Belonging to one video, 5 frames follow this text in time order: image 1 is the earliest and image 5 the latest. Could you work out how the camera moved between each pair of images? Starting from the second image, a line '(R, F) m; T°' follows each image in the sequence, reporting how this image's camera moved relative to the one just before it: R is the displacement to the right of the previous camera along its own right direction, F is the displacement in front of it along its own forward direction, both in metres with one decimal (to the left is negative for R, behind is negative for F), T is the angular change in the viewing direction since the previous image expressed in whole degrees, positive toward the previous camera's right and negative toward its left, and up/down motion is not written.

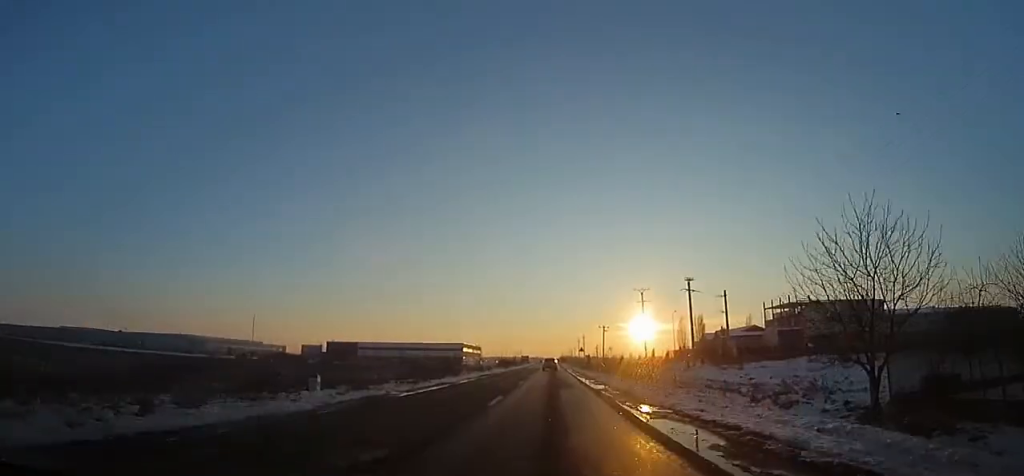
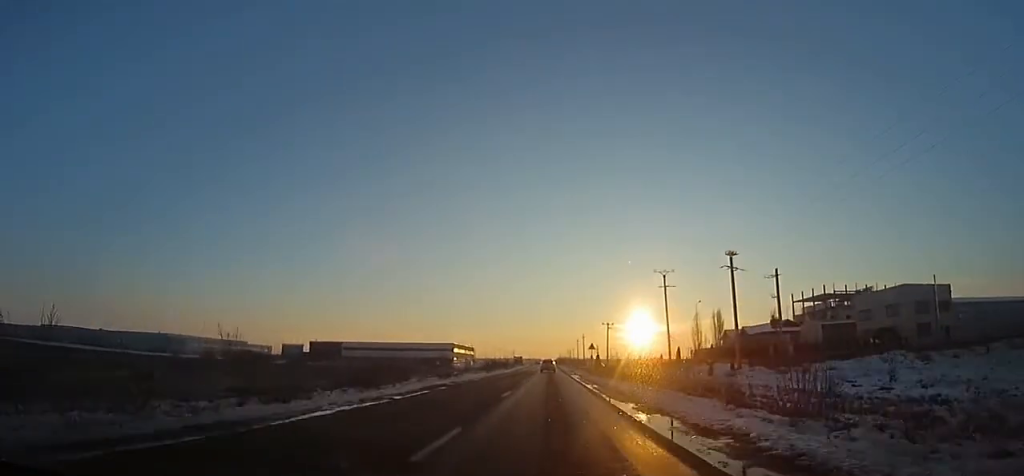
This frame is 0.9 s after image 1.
(-0.5, +18.6) m; 0°
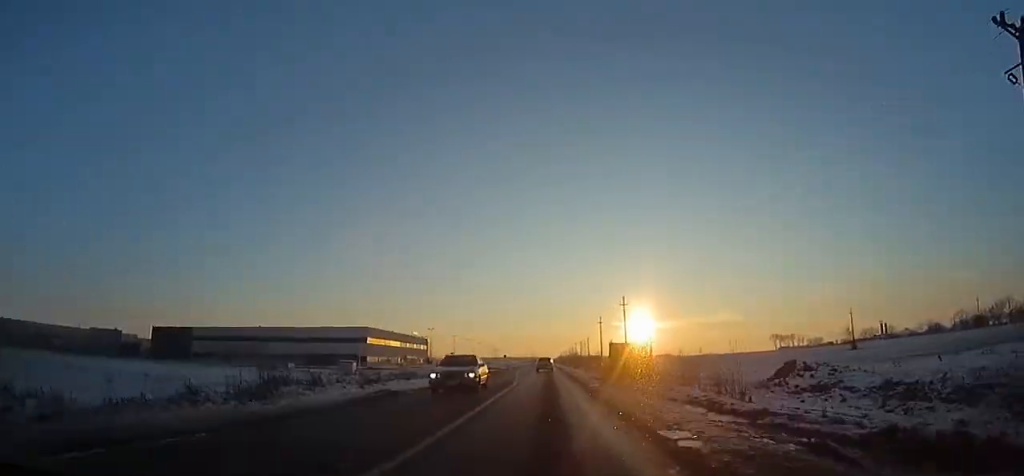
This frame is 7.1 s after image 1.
(+3.5, +127.3) m; +2°
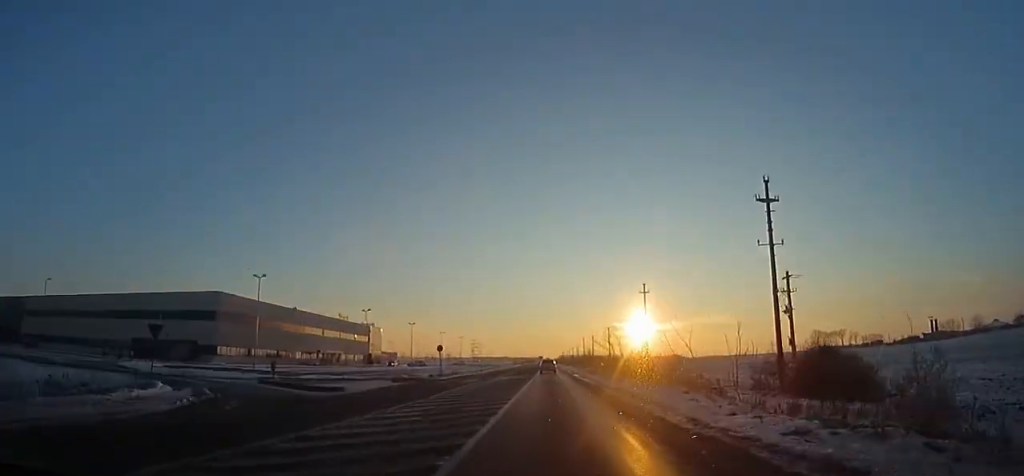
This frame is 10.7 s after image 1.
(-1.8, +69.9) m; -2°
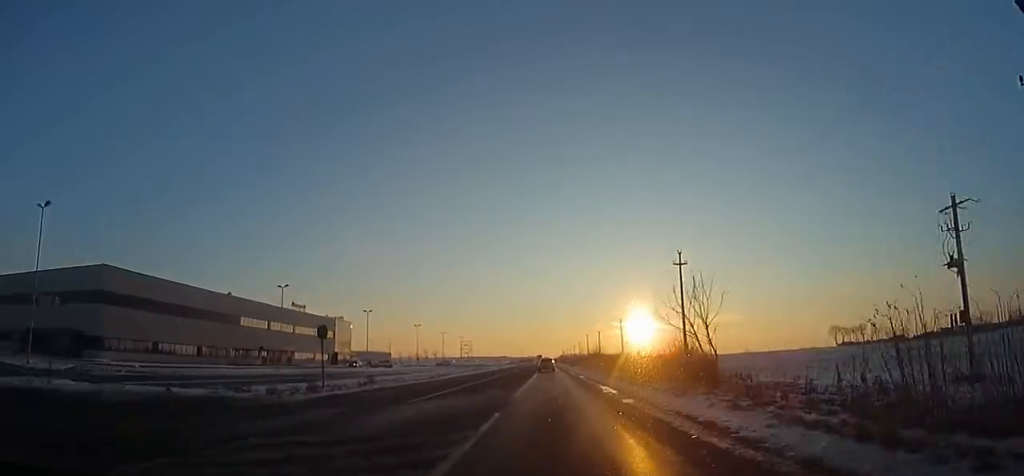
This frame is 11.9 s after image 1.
(+1.0, +23.9) m; +1°
